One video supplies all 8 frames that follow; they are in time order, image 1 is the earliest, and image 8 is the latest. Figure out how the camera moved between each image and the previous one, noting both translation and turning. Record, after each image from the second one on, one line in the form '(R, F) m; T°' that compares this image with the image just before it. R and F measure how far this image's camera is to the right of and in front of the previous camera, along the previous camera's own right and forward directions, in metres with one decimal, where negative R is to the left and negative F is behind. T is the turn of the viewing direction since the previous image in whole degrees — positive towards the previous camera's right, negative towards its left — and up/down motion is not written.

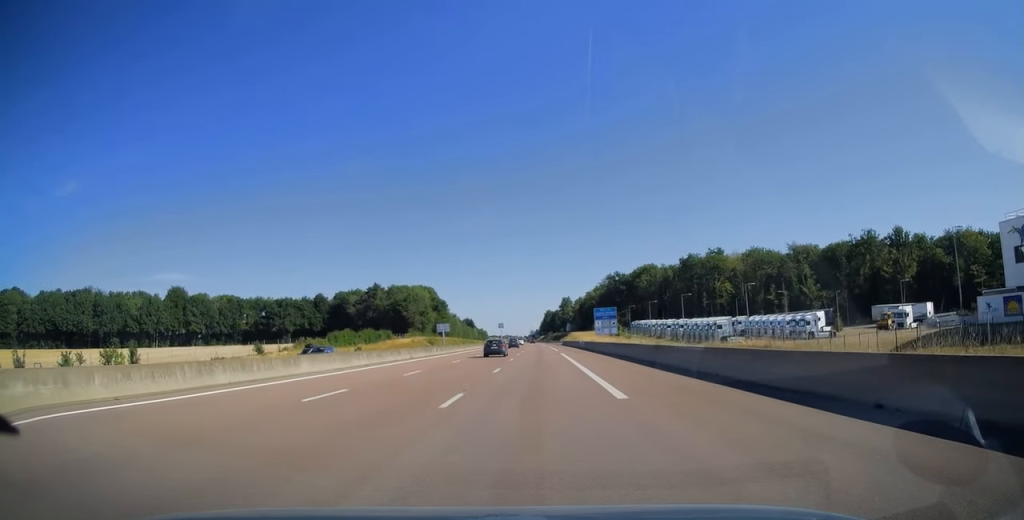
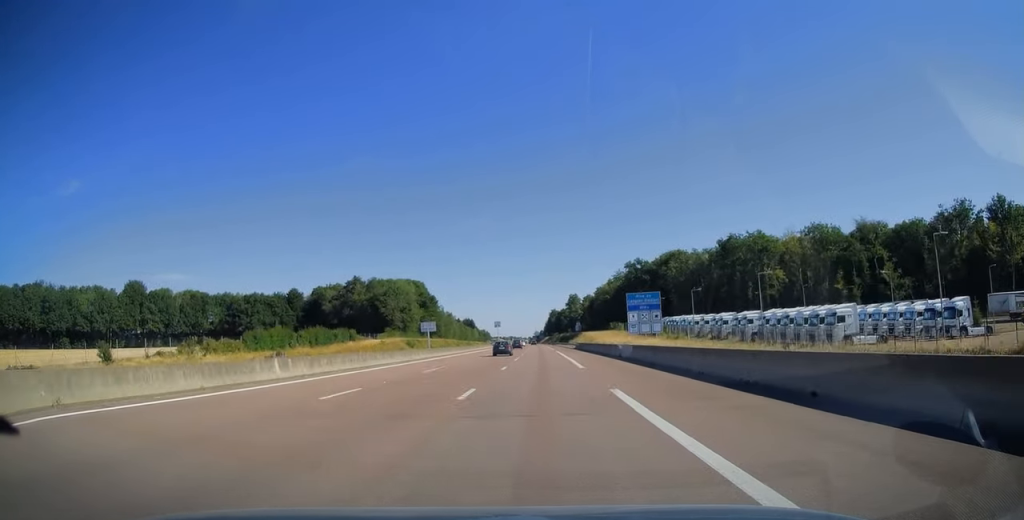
(-0.2, +36.8) m; 0°
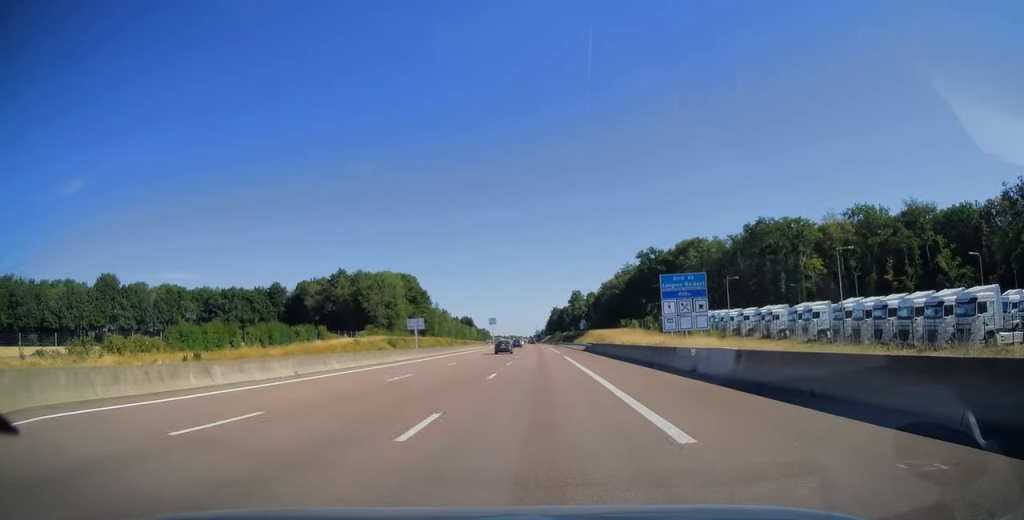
(0.0, +19.6) m; 0°
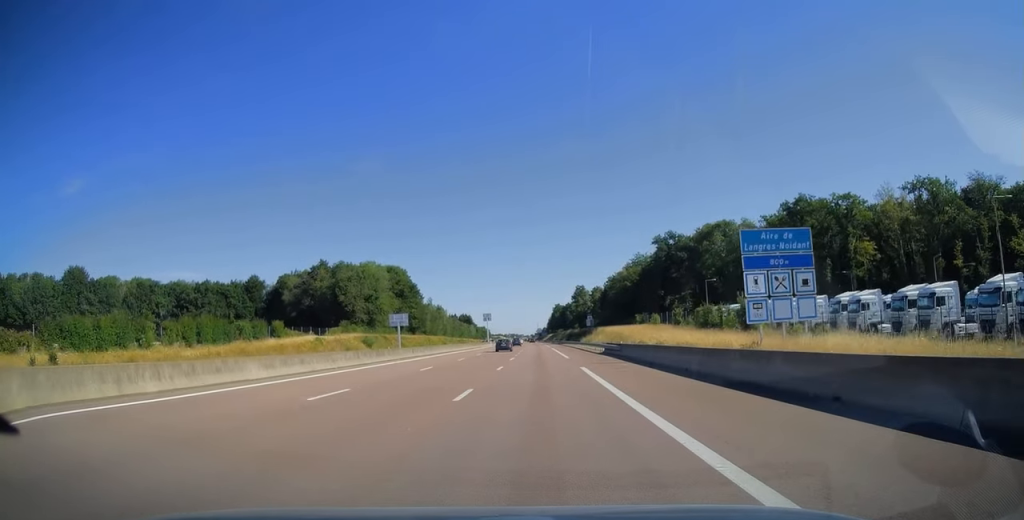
(0.0, +20.7) m; 0°
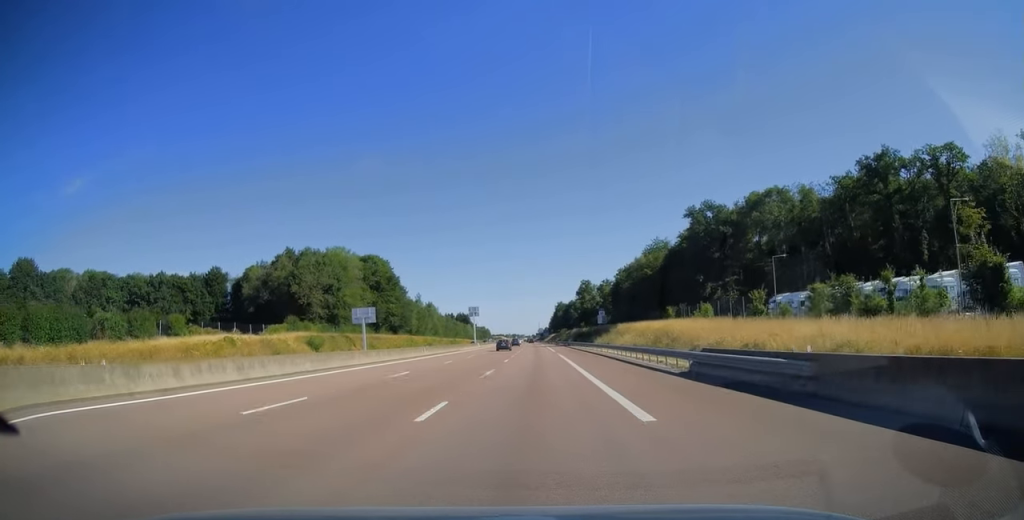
(-0.1, +29.3) m; 0°
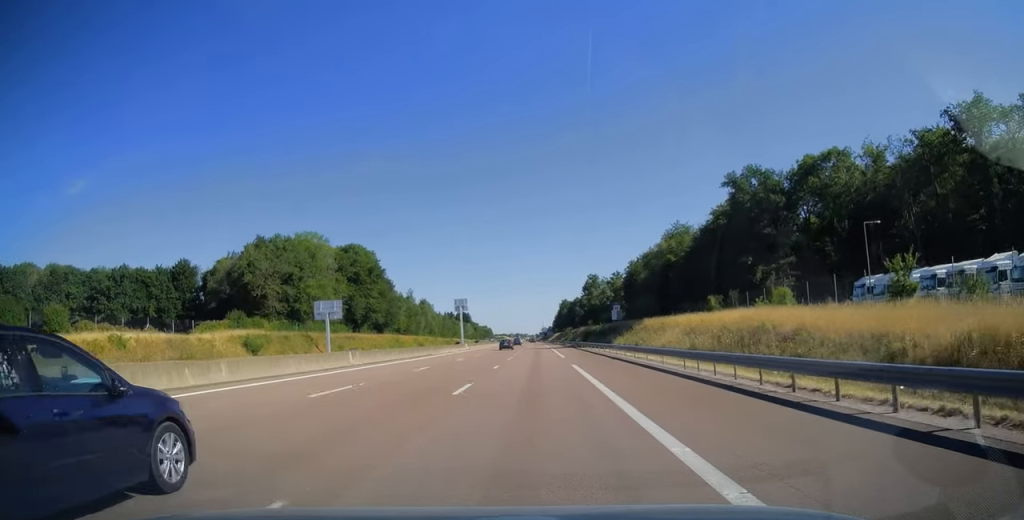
(0.0, +21.2) m; 0°
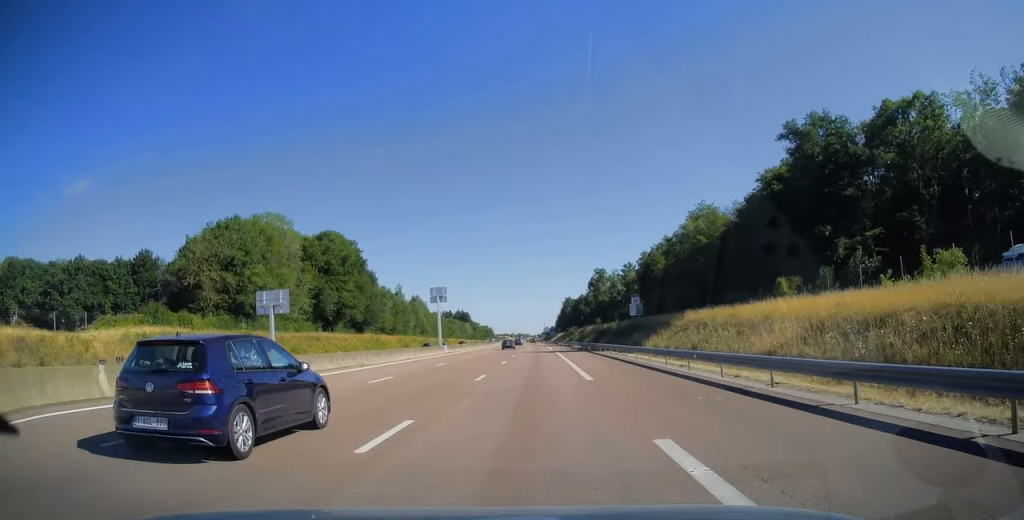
(0.0, +20.7) m; 0°
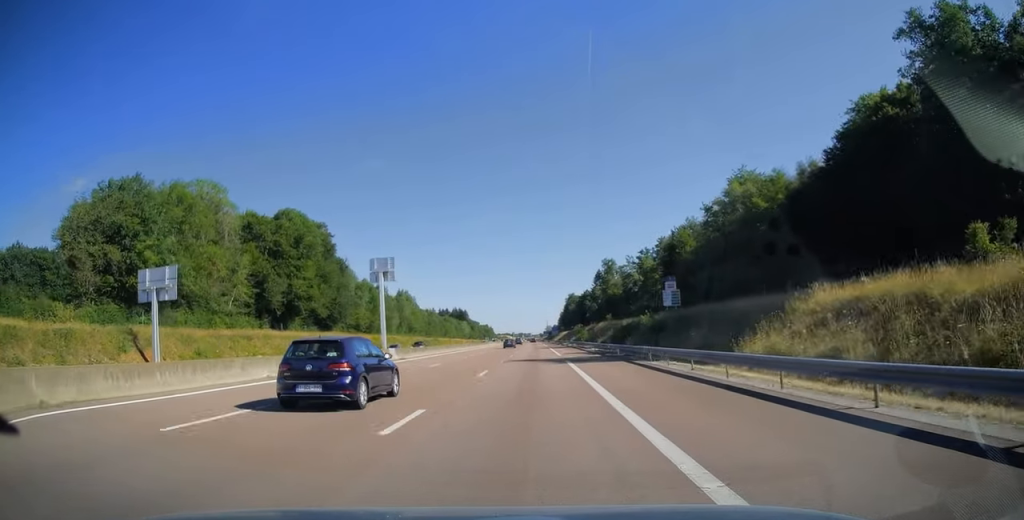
(0.0, +24.8) m; 0°
